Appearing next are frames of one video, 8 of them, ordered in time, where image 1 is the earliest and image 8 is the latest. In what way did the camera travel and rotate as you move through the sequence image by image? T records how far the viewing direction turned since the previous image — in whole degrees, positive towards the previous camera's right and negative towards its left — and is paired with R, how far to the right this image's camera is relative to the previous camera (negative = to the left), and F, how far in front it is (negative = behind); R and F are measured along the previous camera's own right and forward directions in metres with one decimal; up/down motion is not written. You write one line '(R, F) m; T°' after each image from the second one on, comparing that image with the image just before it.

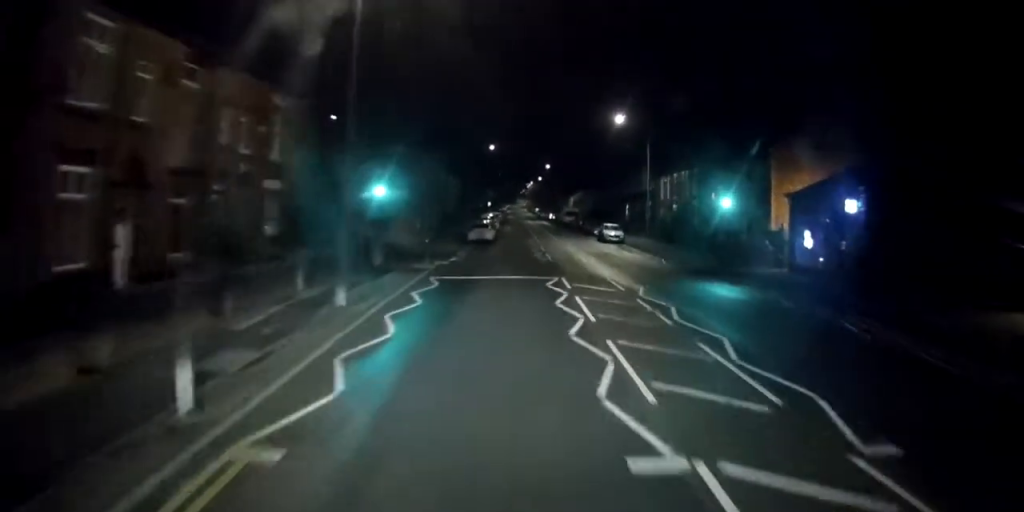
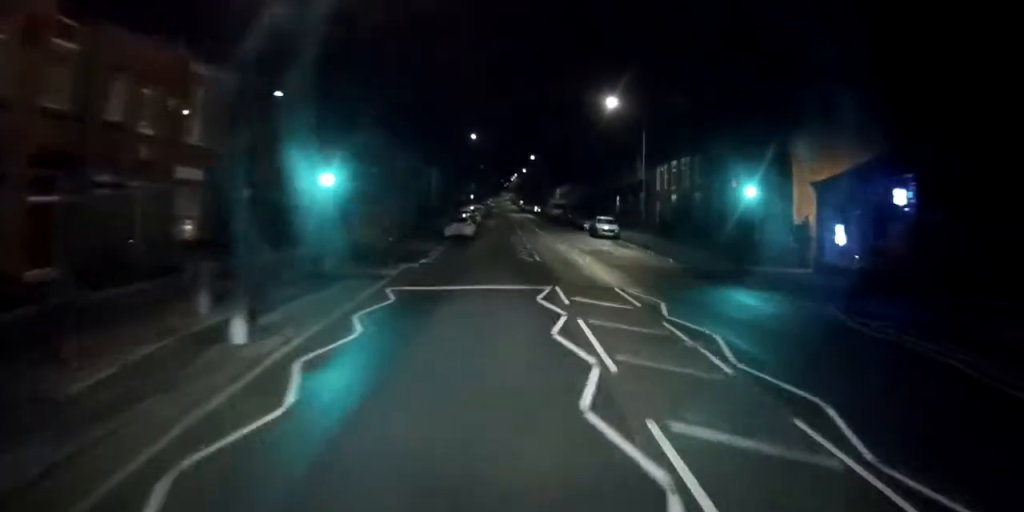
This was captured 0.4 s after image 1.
(0.0, +4.9) m; 0°
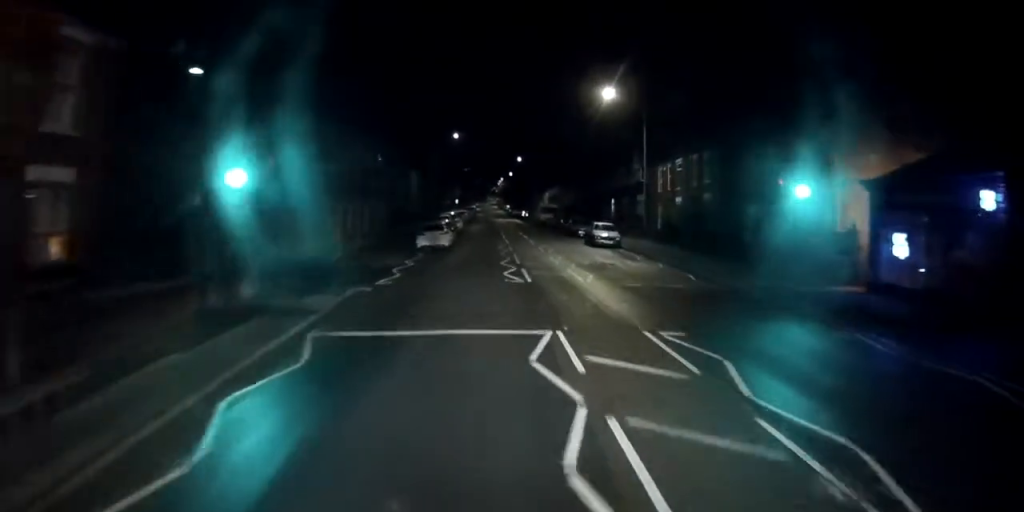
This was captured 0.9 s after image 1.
(0.0, +5.9) m; 0°
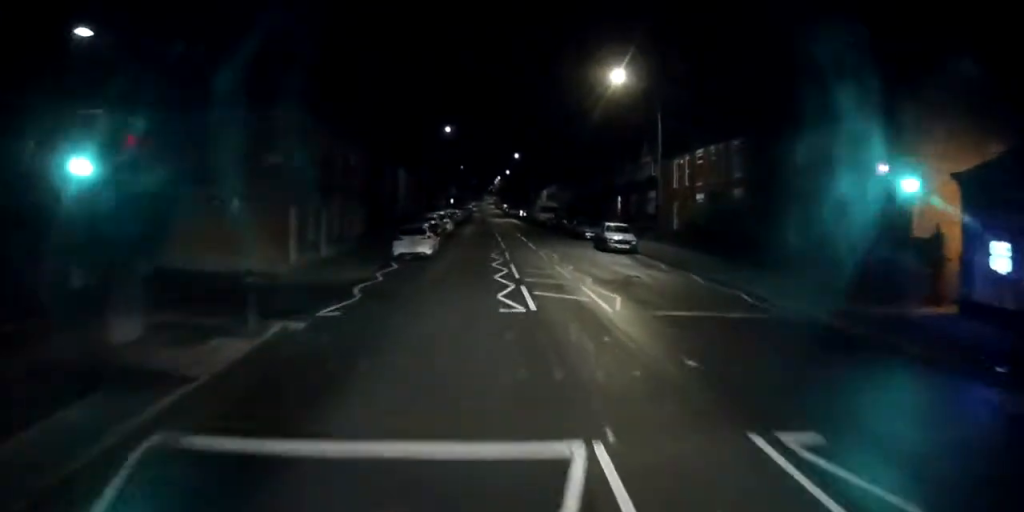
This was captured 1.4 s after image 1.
(0.0, +6.0) m; 0°
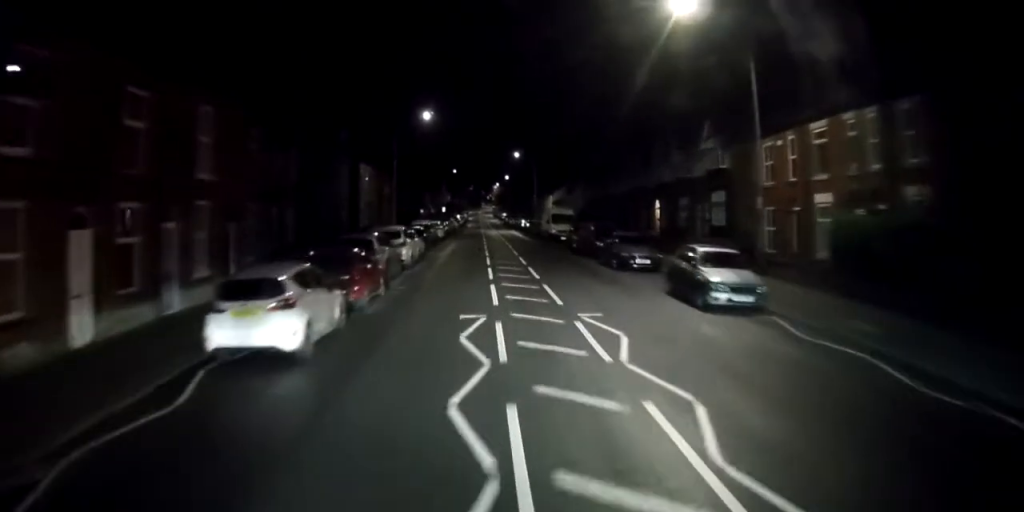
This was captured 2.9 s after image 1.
(0.0, +17.2) m; 0°
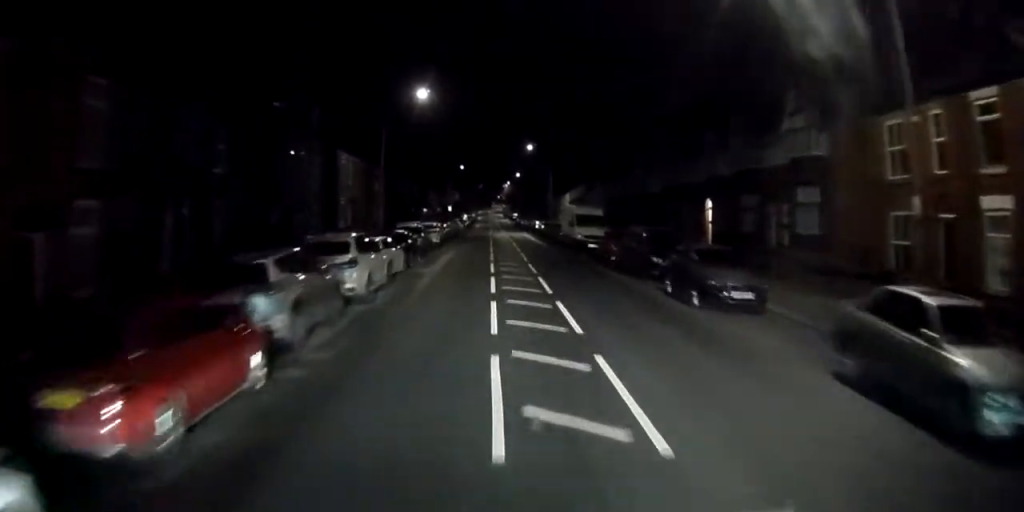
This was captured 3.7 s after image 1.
(0.0, +10.0) m; 0°
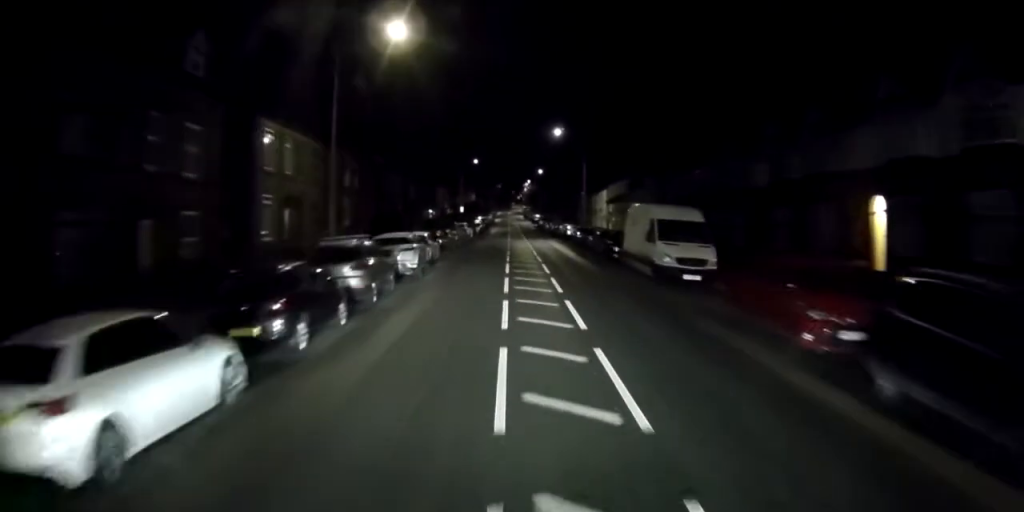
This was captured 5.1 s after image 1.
(-0.1, +17.4) m; -1°
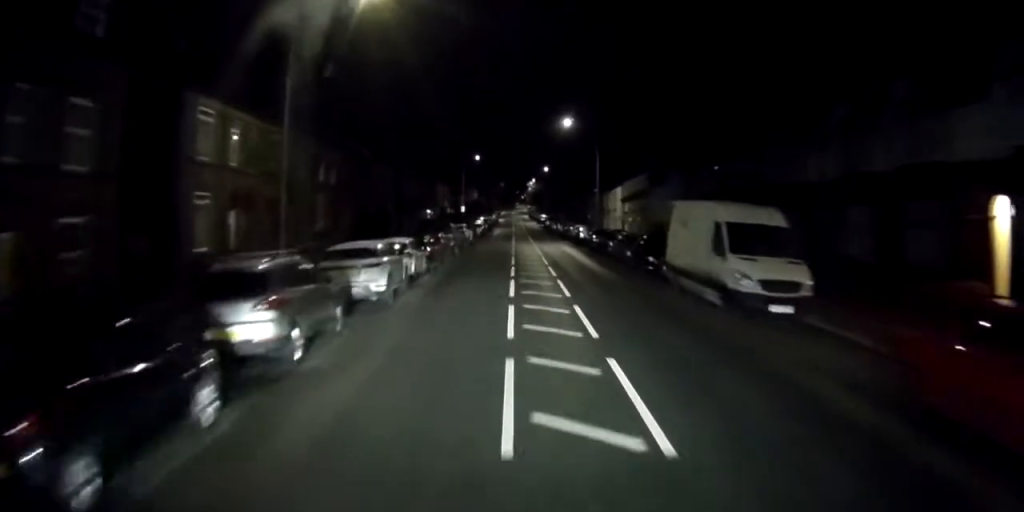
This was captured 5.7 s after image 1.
(0.0, +6.9) m; 0°
